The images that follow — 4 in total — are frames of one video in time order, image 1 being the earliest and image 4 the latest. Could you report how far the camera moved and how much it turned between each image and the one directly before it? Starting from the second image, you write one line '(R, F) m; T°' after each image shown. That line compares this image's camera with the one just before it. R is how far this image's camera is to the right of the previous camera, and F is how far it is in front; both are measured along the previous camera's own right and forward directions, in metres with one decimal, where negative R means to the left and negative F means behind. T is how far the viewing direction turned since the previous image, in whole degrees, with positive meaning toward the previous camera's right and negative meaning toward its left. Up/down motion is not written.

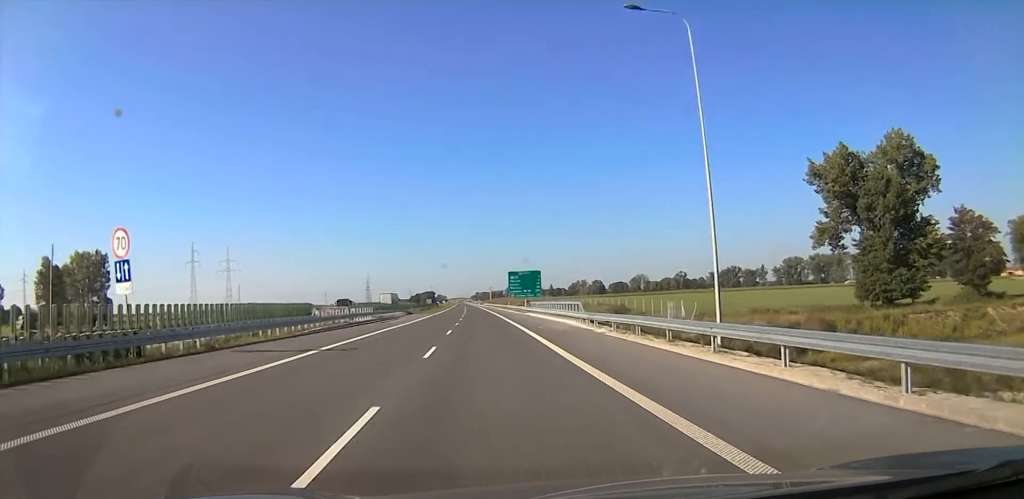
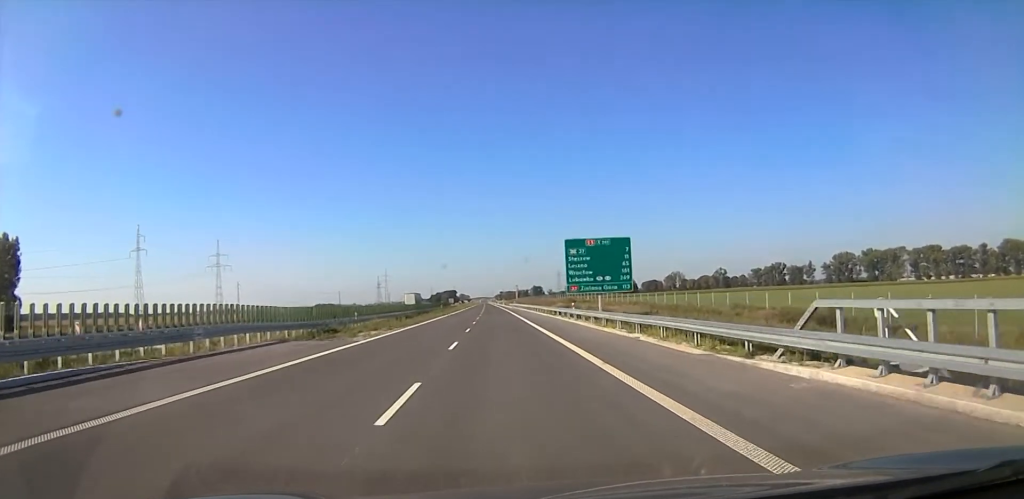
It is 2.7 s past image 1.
(-1.9, +58.1) m; -4°
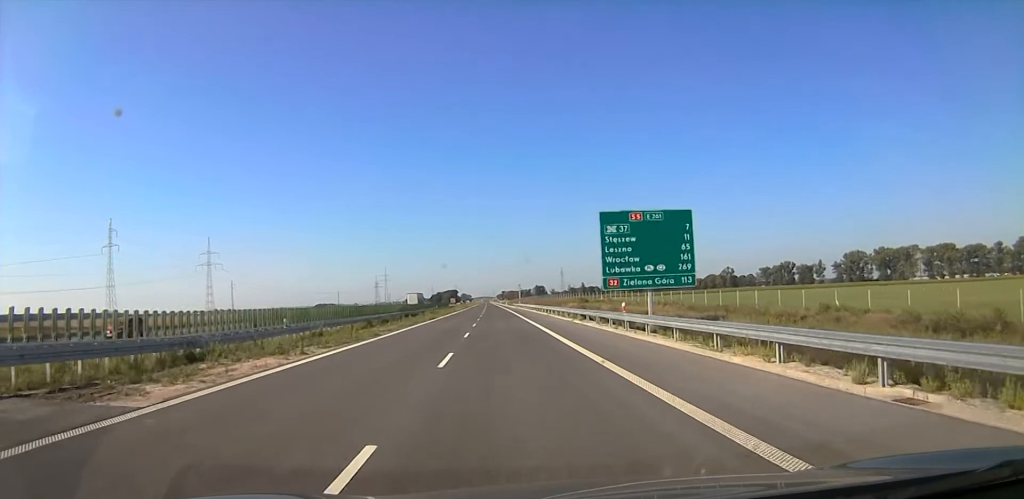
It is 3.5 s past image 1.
(0.0, +17.4) m; 0°
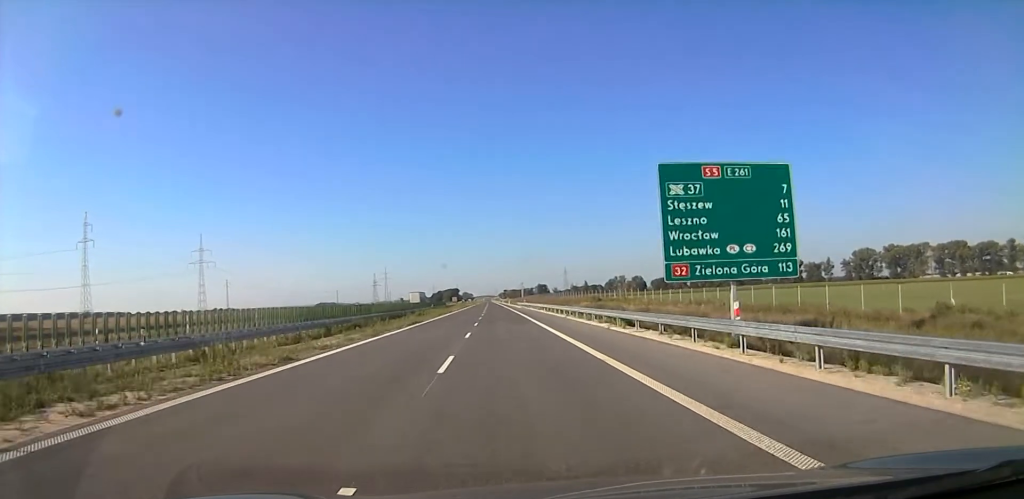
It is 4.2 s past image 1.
(0.0, +13.7) m; 0°
